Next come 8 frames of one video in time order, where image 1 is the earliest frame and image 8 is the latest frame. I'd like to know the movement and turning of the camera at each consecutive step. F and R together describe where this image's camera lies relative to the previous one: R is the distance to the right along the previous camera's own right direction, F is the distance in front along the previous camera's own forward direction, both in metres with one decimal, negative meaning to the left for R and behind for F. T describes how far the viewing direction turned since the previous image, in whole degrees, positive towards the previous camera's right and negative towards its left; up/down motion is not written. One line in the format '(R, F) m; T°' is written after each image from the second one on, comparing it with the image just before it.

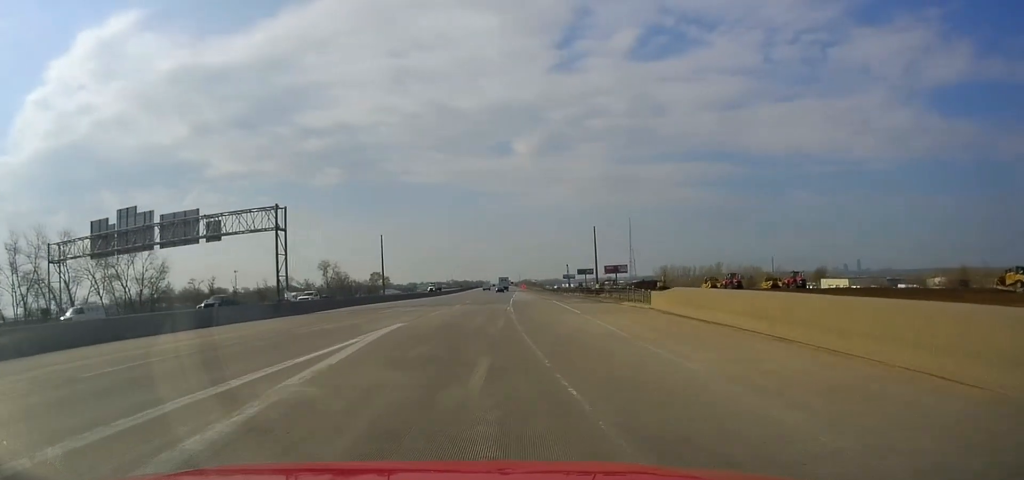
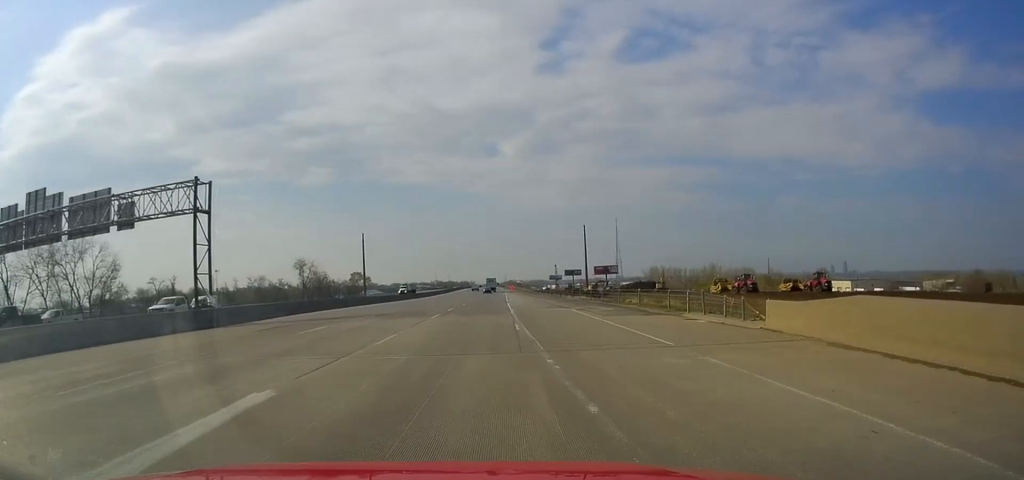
(0.0, +13.6) m; +1°
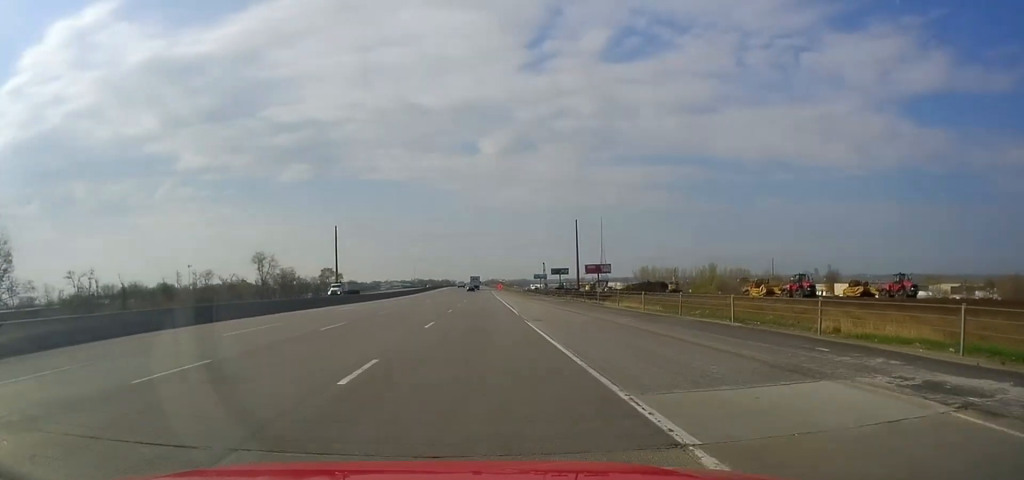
(+0.7, +26.5) m; +3°
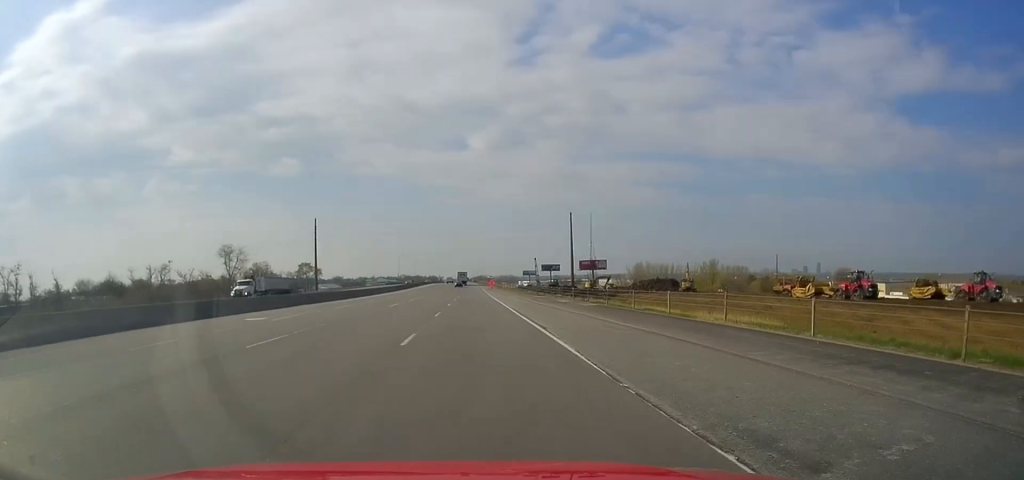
(+0.2, +18.1) m; +2°
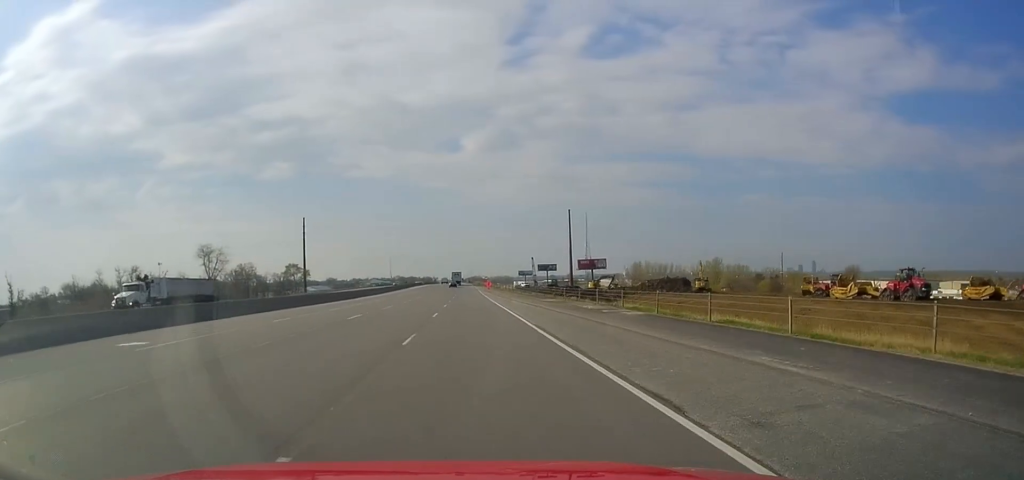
(+0.2, +11.3) m; +1°
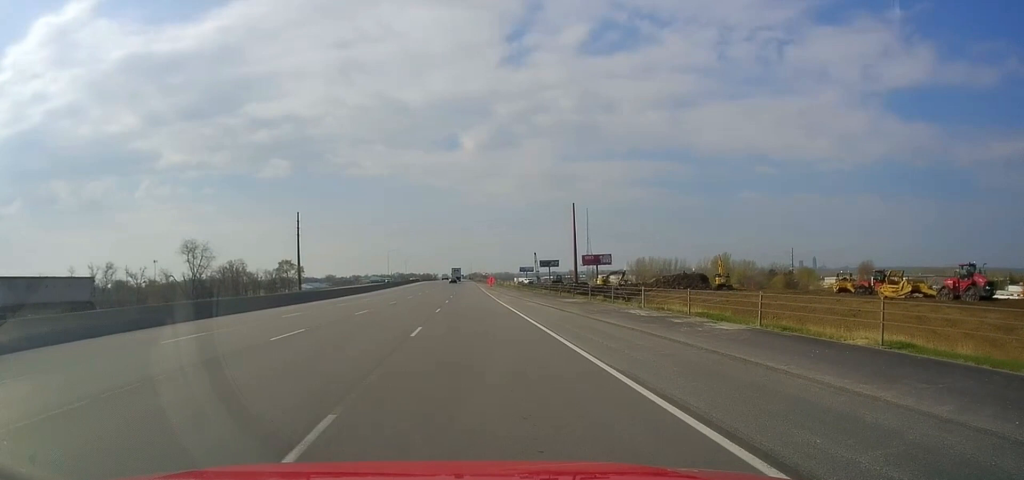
(0.0, +10.3) m; +1°
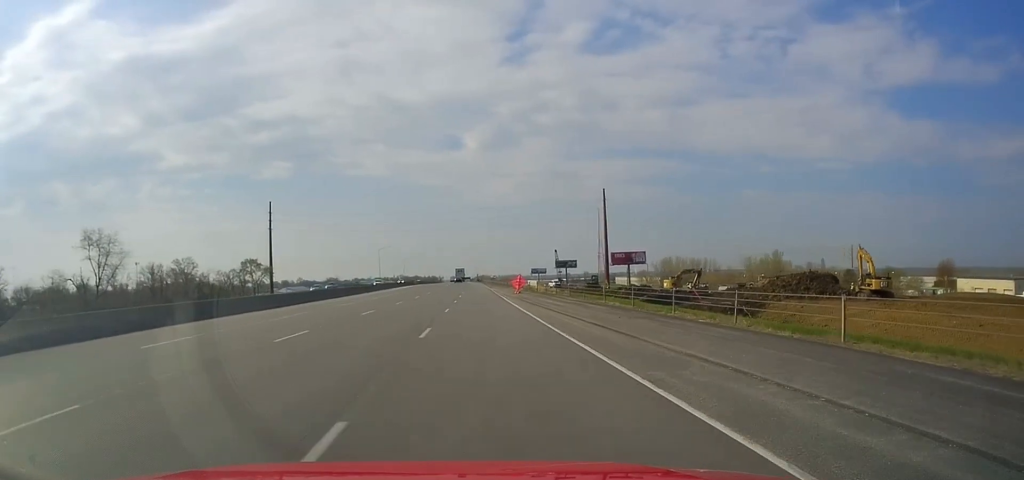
(0.0, +48.8) m; -1°
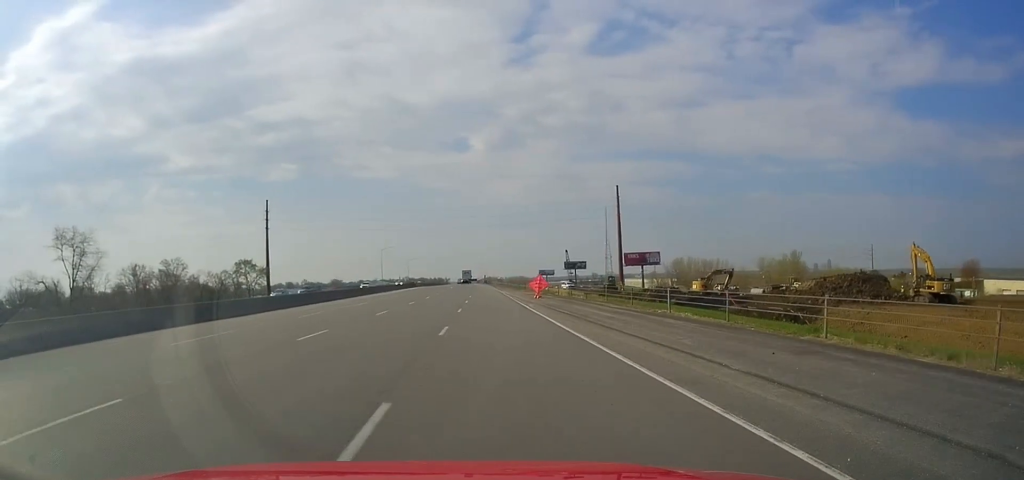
(0.0, +10.7) m; 0°
